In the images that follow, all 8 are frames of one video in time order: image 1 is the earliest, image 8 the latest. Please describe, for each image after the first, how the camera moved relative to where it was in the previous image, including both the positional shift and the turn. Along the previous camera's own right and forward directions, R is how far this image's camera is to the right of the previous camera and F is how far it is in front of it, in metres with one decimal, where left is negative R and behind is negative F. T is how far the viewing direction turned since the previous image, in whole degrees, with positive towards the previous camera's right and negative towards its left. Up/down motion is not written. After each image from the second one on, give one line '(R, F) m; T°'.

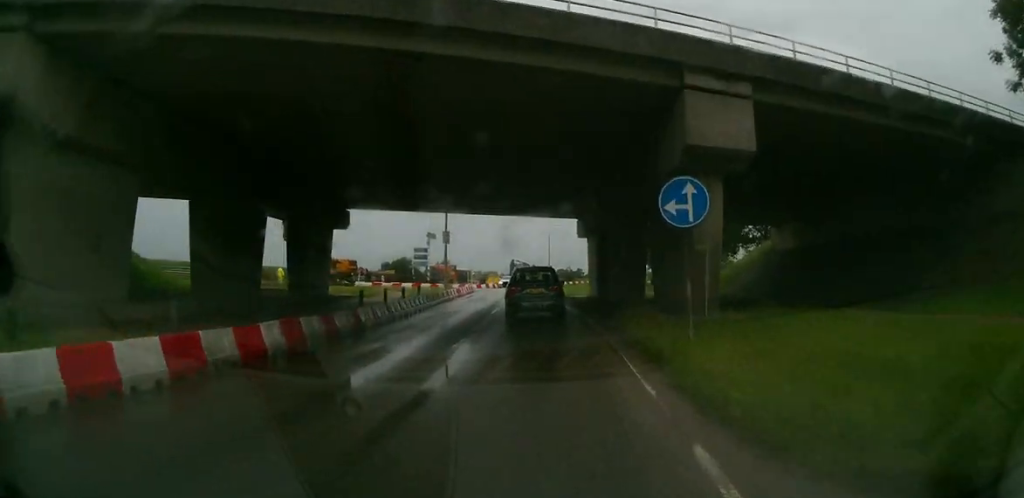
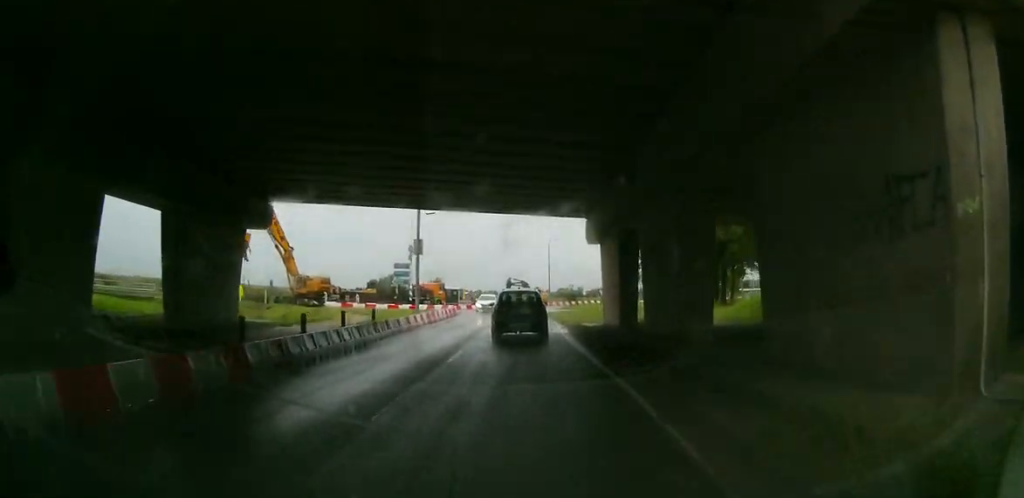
(0.0, +11.6) m; 0°
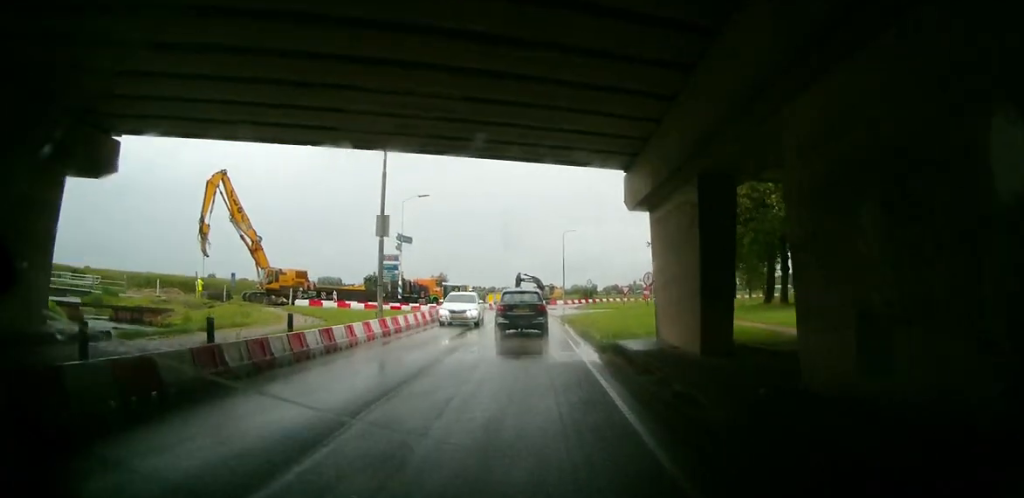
(-0.1, +12.4) m; 0°
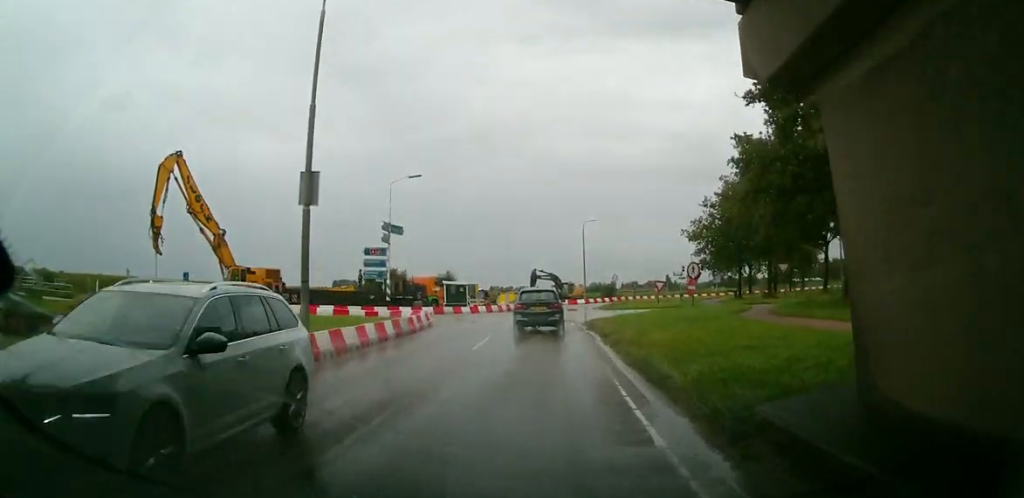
(+0.1, +10.3) m; -1°
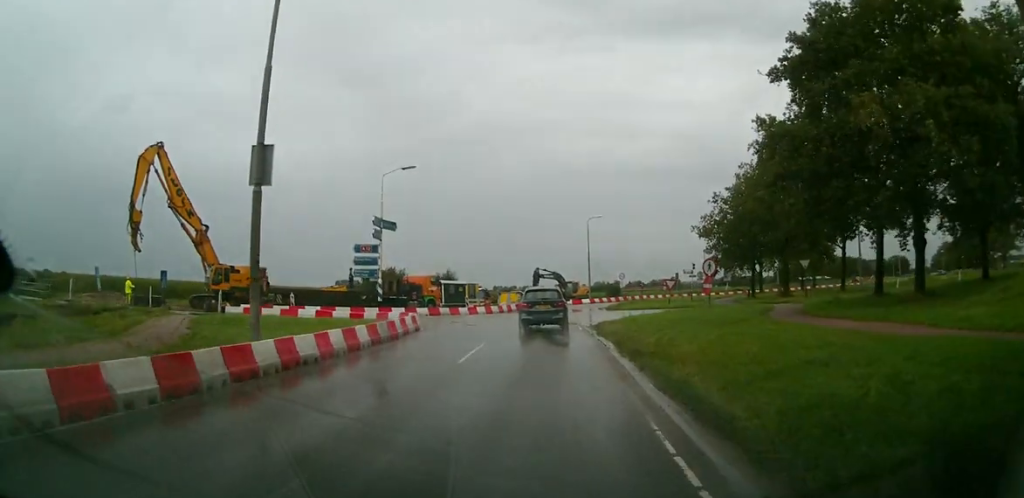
(+0.1, +3.4) m; -1°
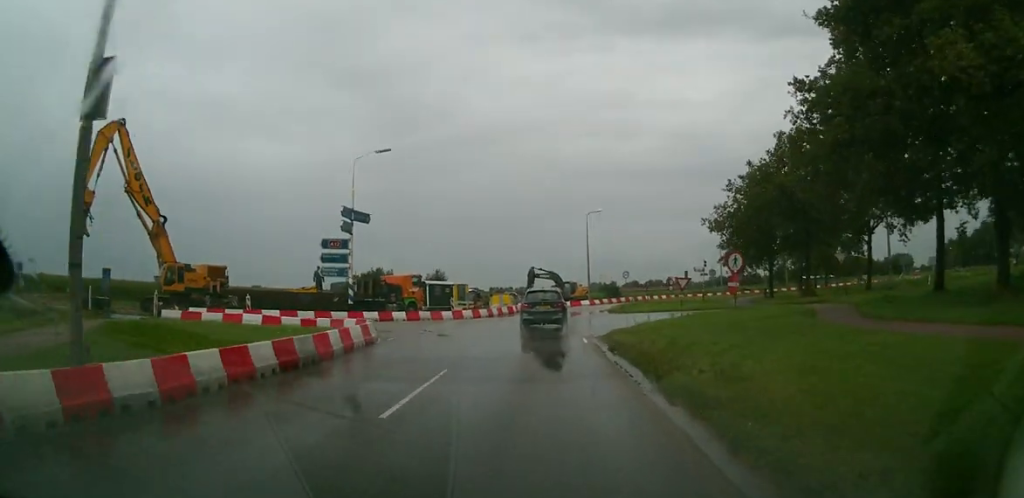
(-0.3, +6.1) m; -1°
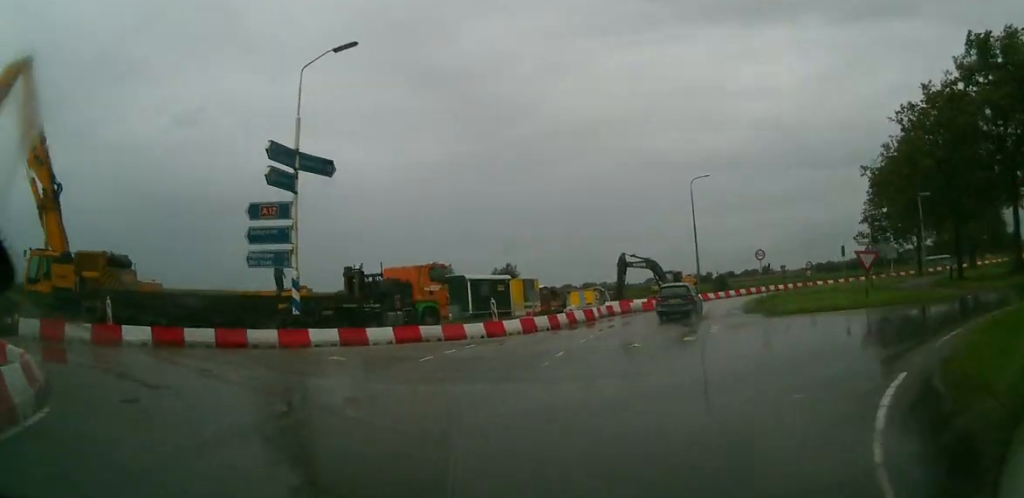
(-1.0, +18.2) m; -12°
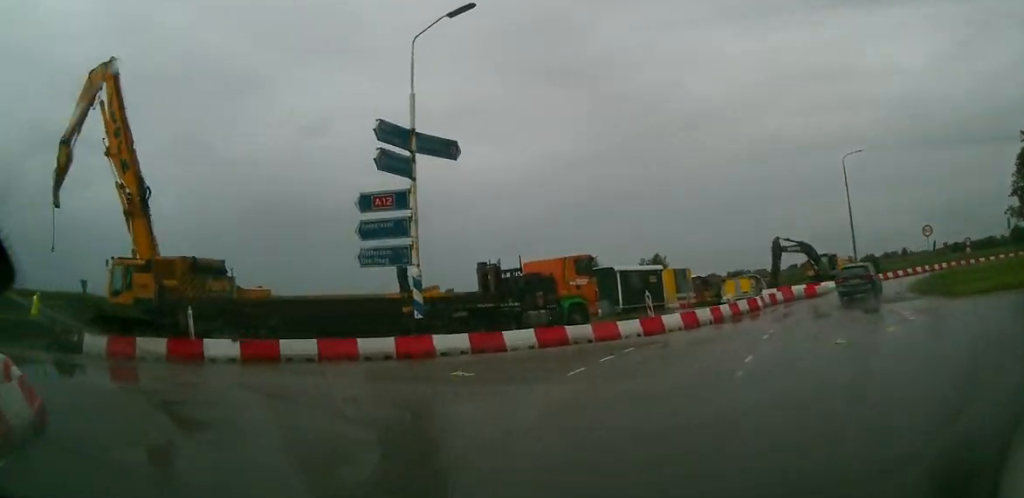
(-0.2, +3.3) m; -9°
